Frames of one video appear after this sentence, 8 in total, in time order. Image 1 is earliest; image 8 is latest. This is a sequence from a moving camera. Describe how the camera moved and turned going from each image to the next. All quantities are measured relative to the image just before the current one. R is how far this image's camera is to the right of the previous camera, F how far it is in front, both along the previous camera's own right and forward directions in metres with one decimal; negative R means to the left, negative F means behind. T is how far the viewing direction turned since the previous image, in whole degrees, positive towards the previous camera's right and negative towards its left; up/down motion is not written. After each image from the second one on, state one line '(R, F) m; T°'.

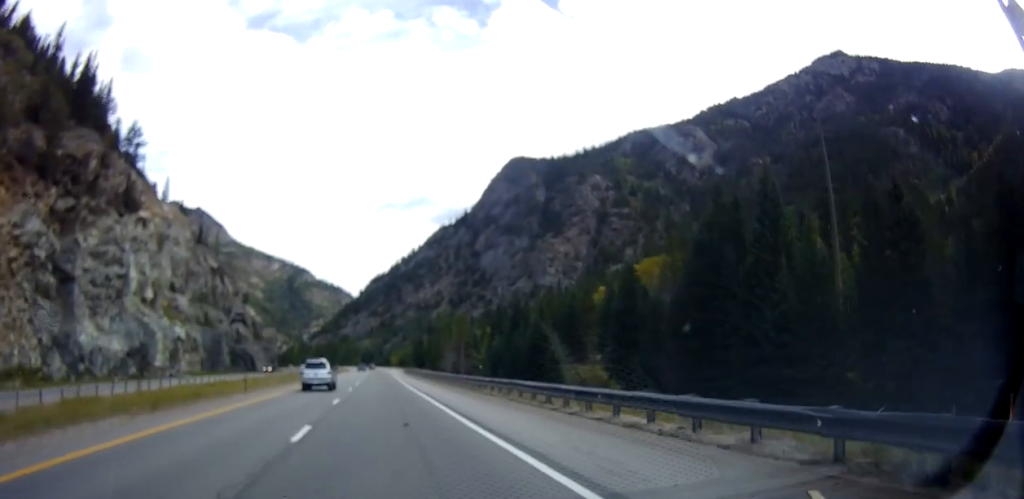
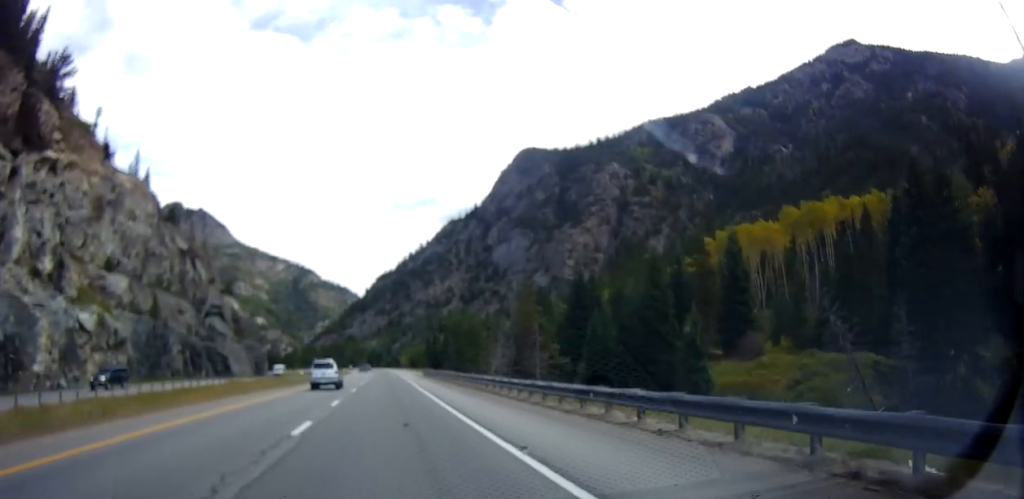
(-0.5, +35.6) m; -2°
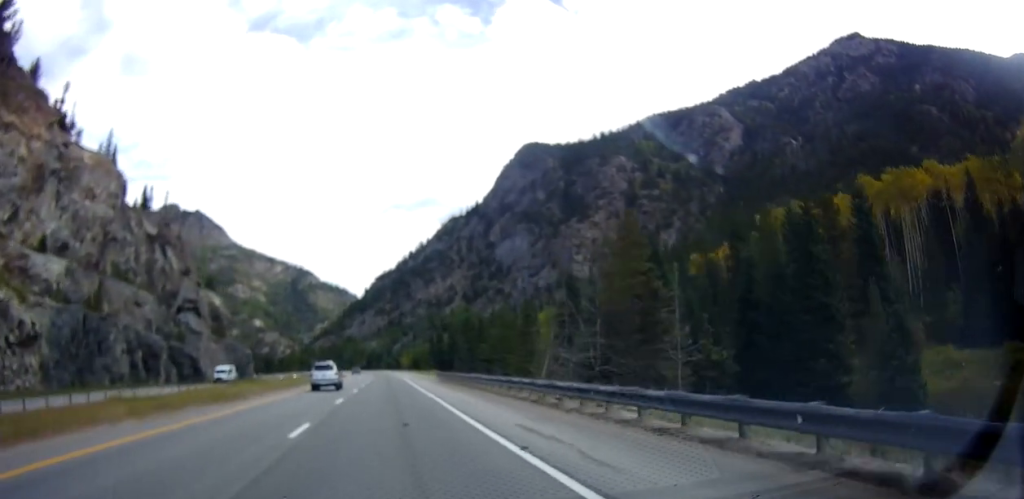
(-0.3, +21.5) m; 0°
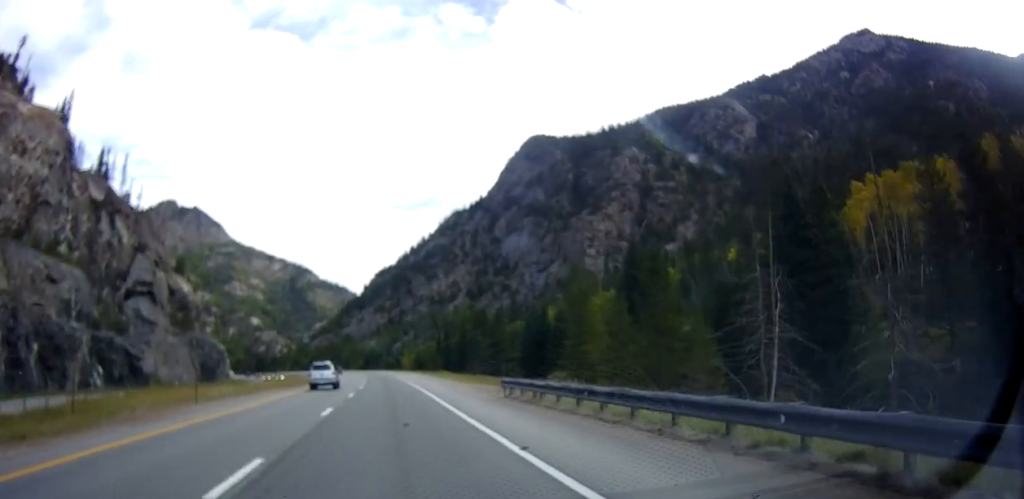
(+0.3, +27.8) m; +2°
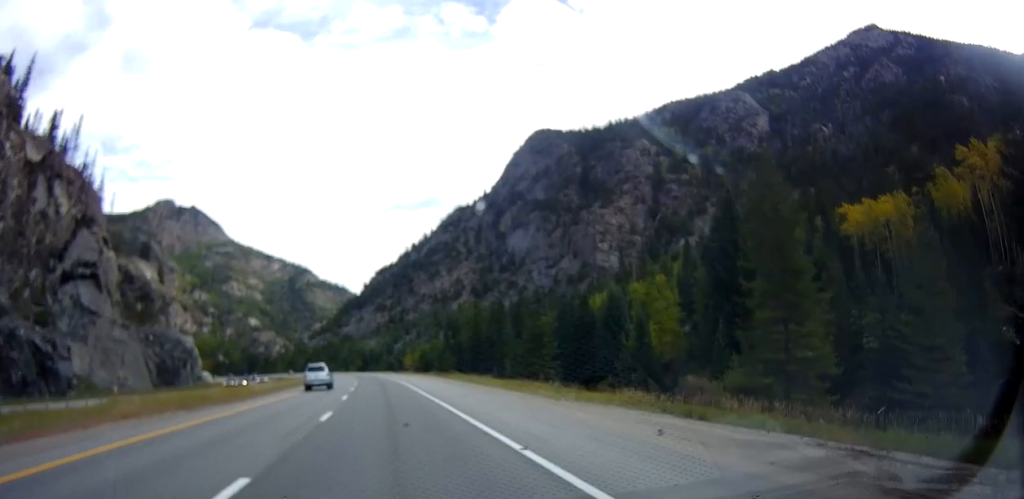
(+0.4, +24.1) m; 0°
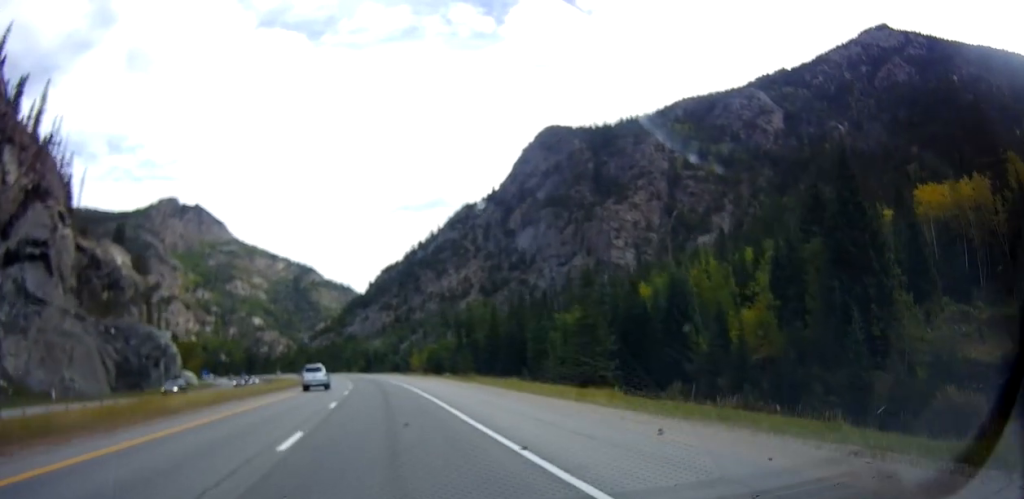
(0.0, +16.9) m; -1°
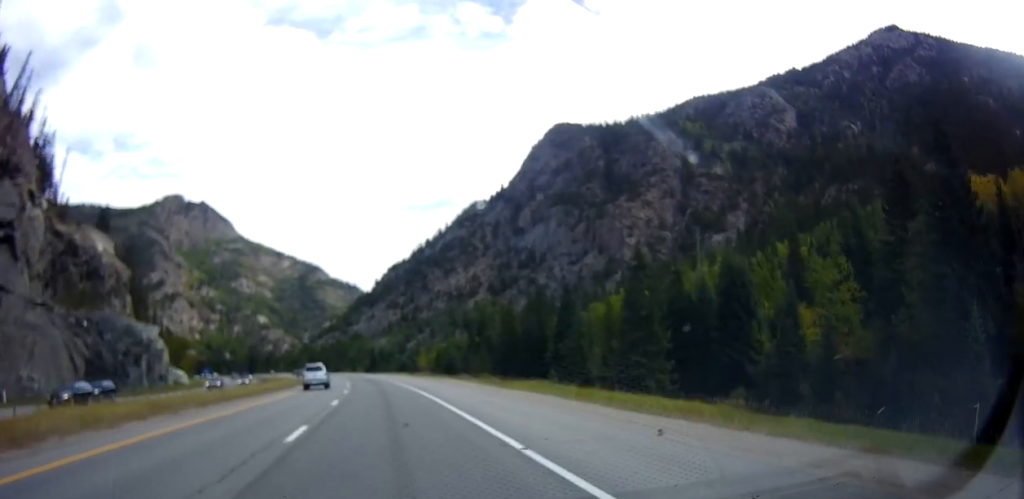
(-0.5, +10.6) m; 0°
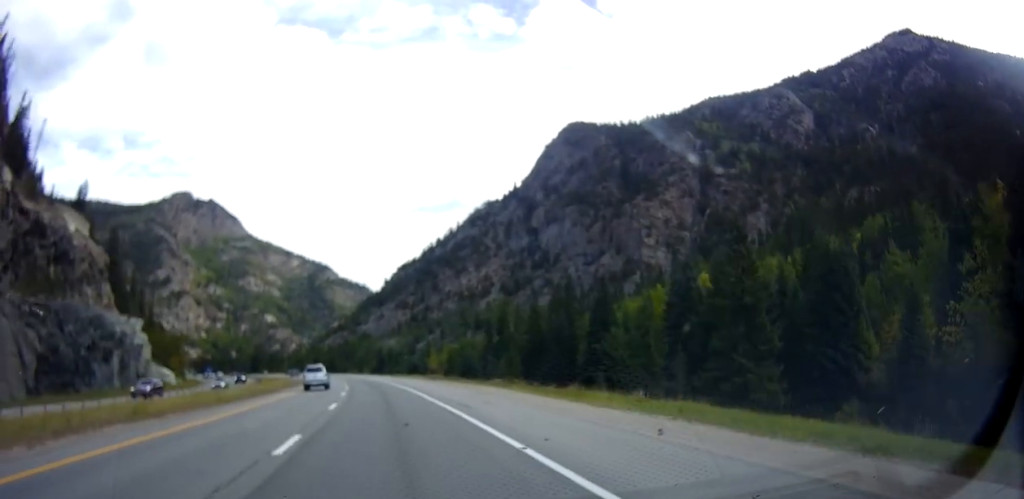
(-0.4, +12.8) m; 0°
